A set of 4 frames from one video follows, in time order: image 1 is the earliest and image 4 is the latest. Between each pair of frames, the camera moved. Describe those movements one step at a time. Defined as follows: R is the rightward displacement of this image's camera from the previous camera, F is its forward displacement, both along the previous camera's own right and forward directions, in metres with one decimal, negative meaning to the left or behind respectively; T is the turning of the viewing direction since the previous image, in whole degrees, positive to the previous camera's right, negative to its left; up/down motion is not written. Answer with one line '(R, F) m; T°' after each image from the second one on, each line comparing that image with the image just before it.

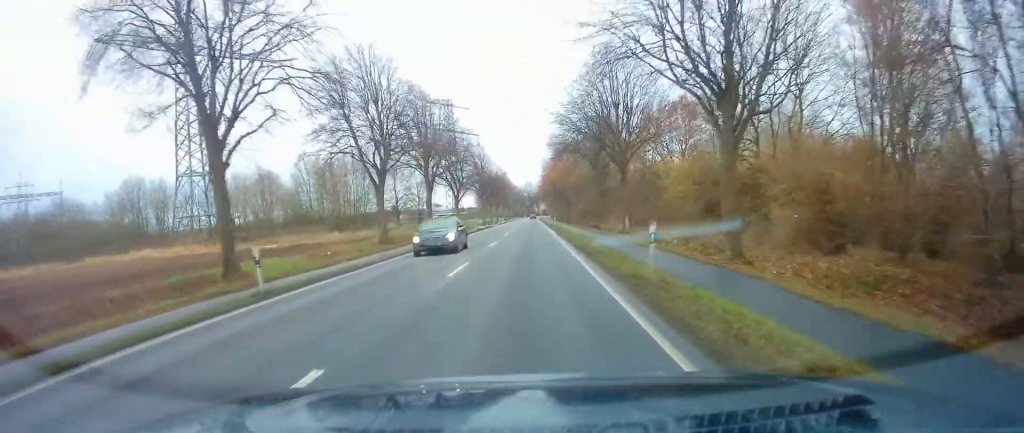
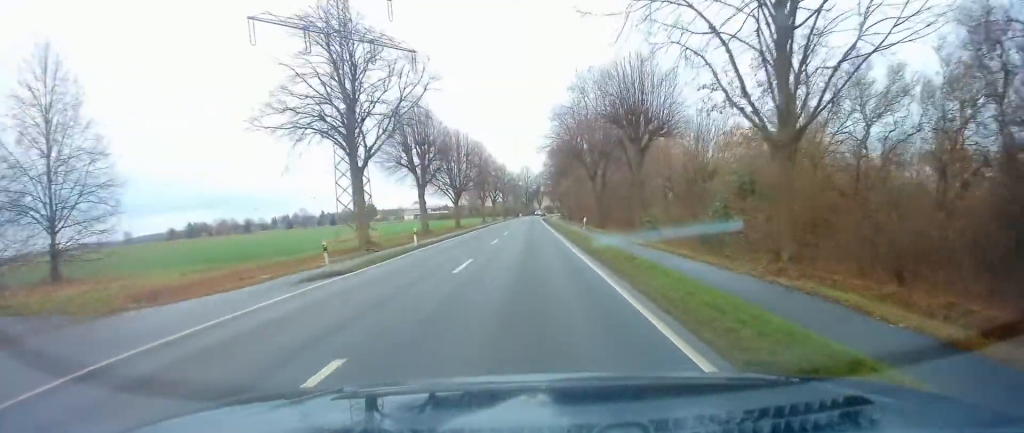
(-0.6, +82.9) m; -1°
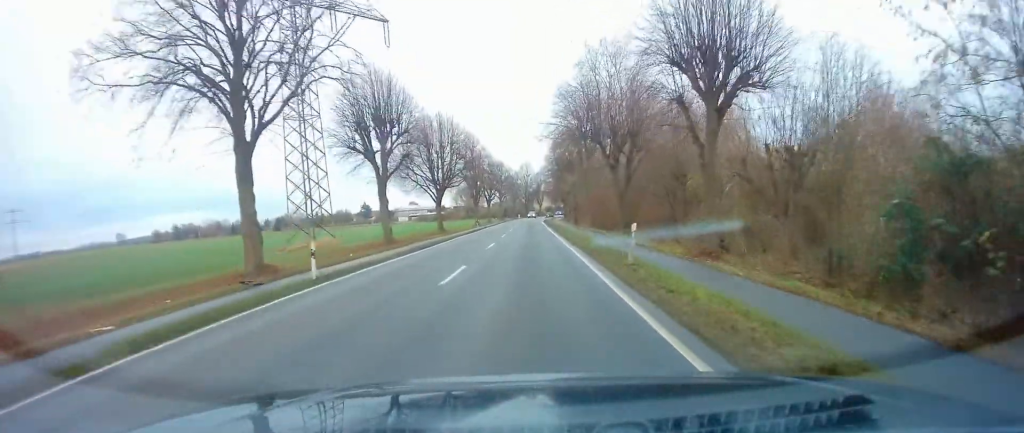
(+0.2, +13.8) m; +1°
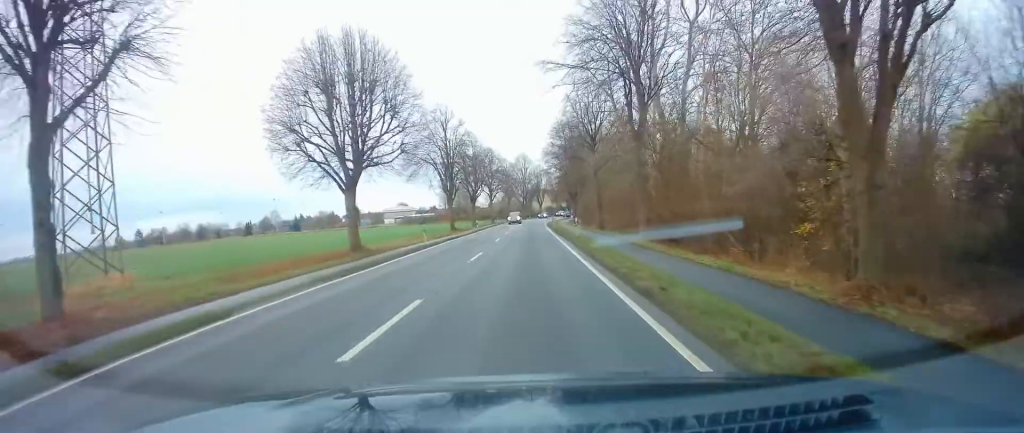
(0.0, +29.8) m; 0°
